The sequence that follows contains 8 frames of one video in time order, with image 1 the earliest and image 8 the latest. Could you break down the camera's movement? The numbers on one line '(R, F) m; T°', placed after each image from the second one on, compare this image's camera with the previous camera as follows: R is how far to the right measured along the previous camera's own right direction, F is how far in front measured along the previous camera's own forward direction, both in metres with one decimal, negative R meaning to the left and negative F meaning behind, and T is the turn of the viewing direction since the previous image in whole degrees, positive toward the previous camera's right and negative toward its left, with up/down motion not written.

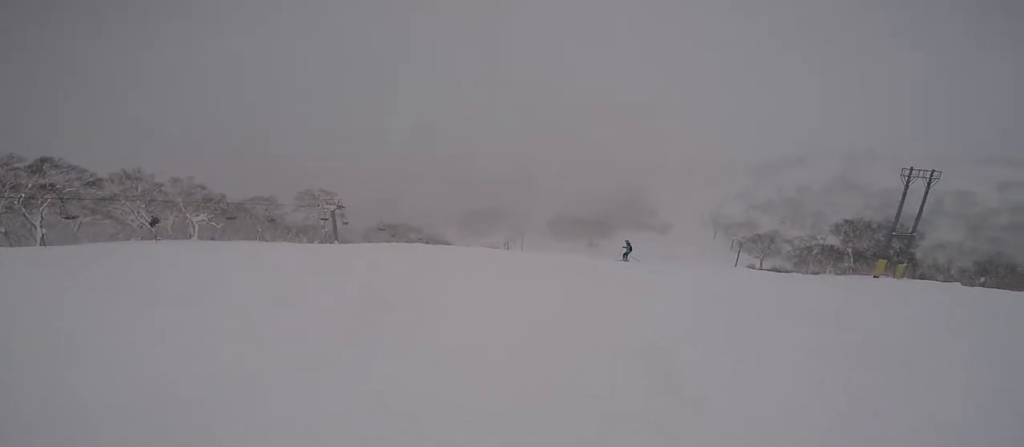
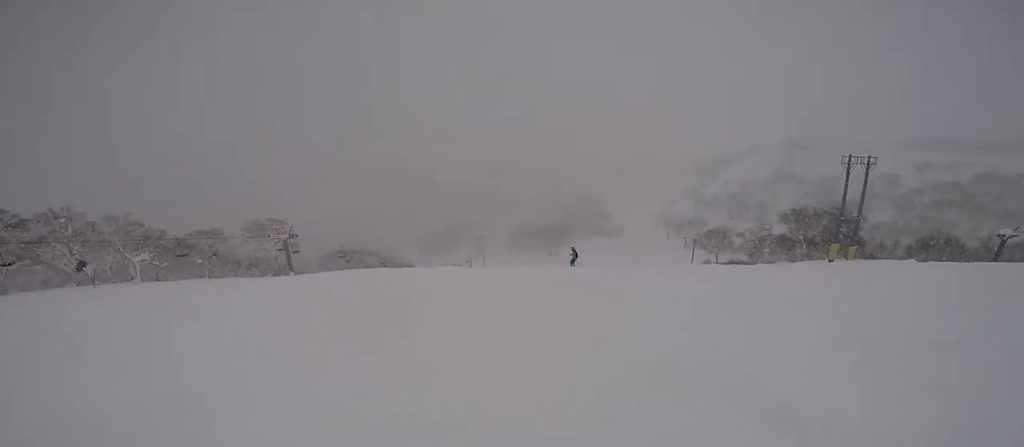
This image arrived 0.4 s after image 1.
(0.0, +1.4) m; +7°
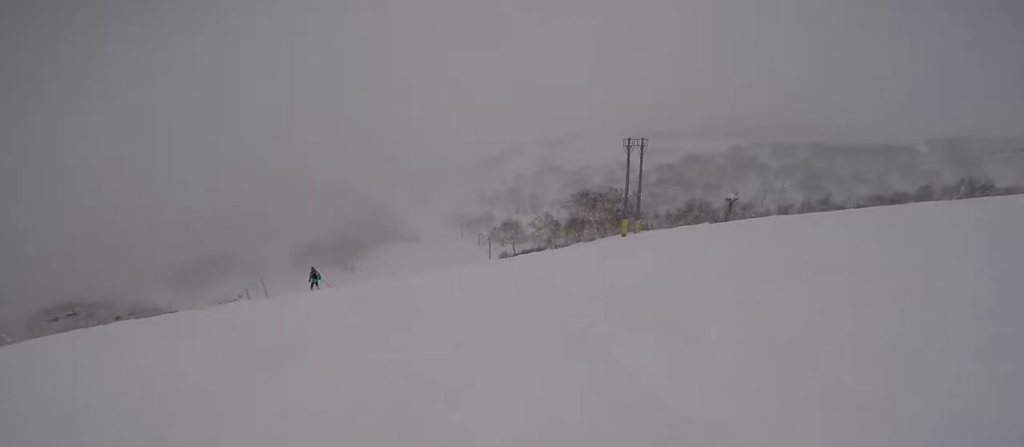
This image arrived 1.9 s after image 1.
(+2.0, +3.1) m; +69°
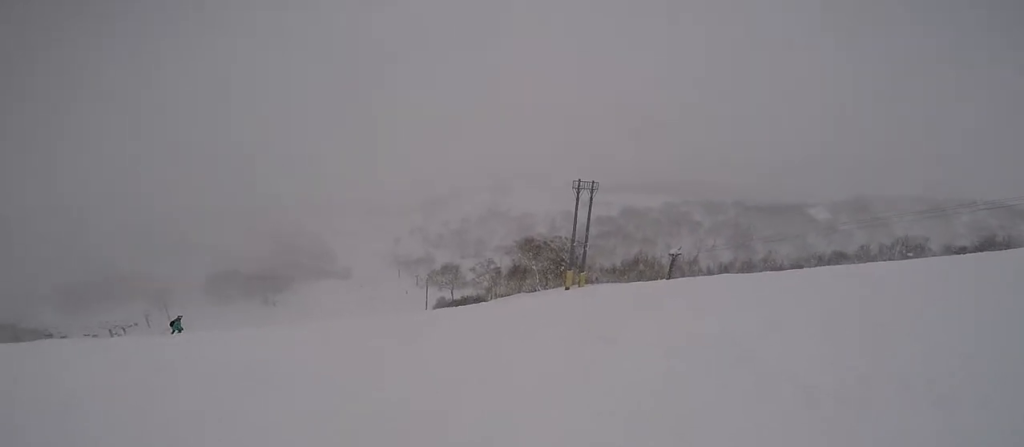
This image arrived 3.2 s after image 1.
(+1.4, +4.2) m; +30°
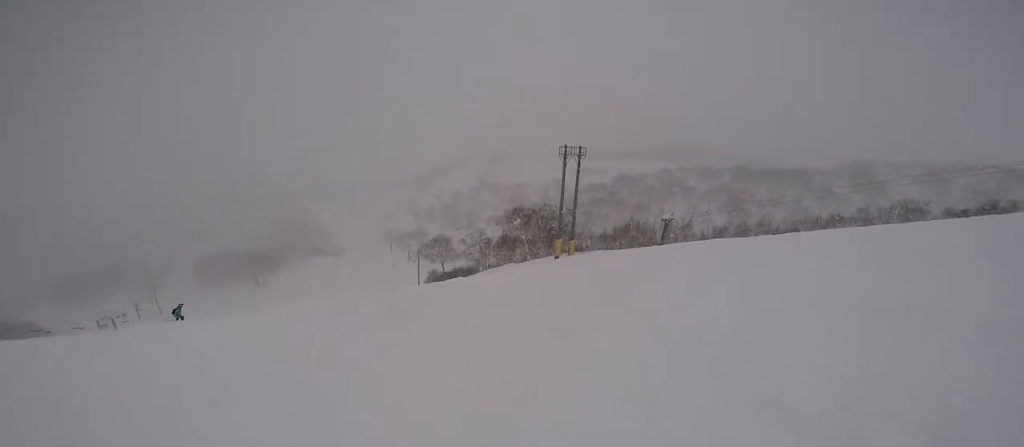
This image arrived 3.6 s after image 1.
(+0.1, +1.6) m; +2°
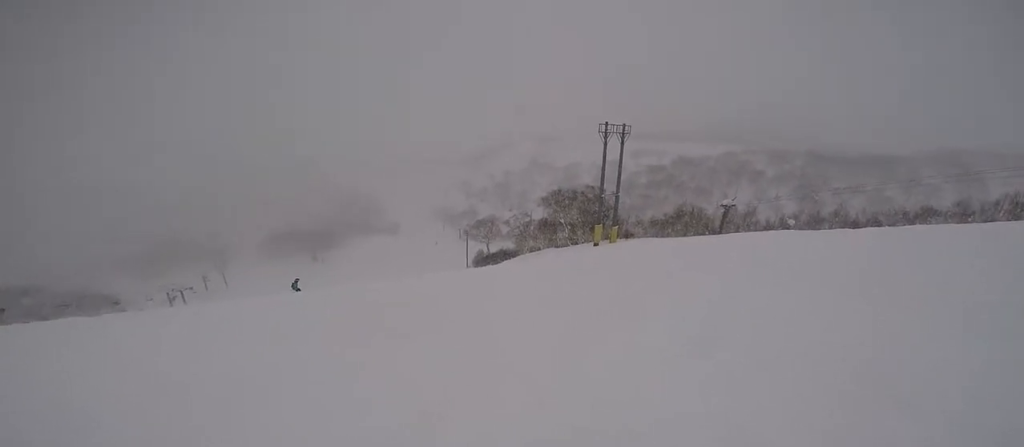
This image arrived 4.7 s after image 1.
(+0.4, +3.9) m; -16°
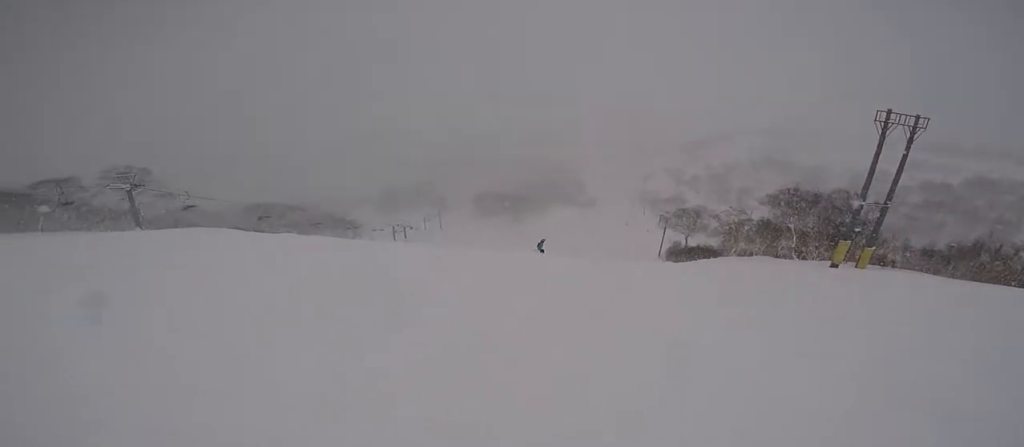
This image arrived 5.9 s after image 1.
(-1.8, +3.8) m; -54°
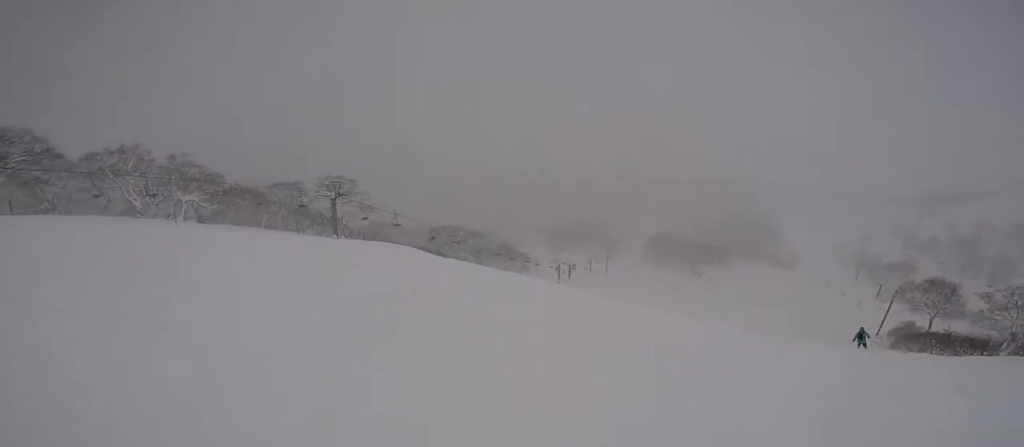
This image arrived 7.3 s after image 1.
(-2.9, +4.5) m; -40°
